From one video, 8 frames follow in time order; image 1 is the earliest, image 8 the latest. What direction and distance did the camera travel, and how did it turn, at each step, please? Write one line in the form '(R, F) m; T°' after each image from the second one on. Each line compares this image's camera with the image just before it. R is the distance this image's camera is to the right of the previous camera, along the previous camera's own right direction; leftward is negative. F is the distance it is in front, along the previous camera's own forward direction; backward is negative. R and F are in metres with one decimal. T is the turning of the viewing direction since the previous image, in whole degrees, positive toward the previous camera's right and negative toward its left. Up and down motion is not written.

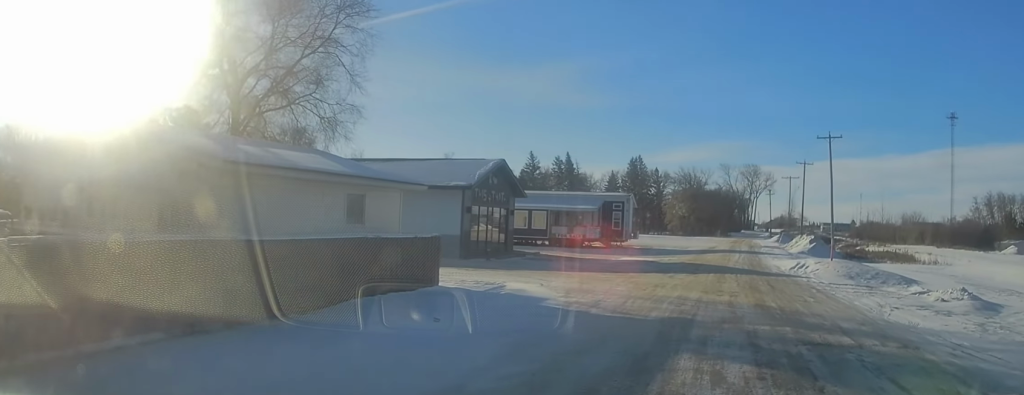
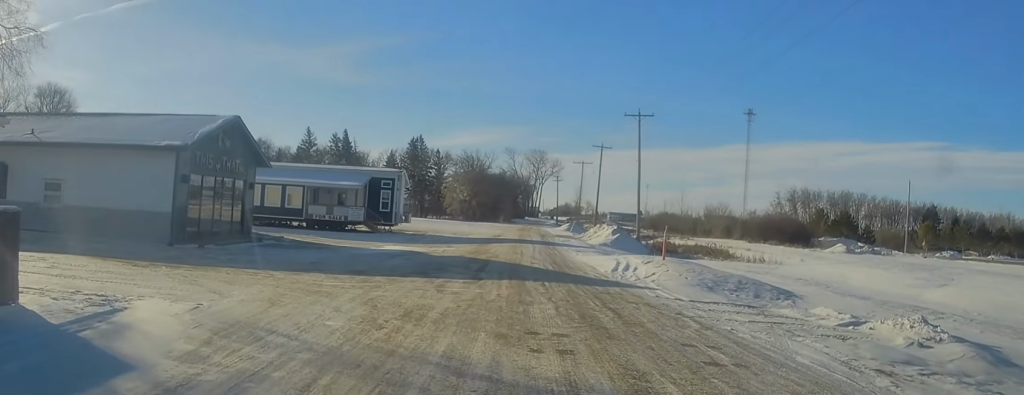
(+2.4, +8.3) m; +19°
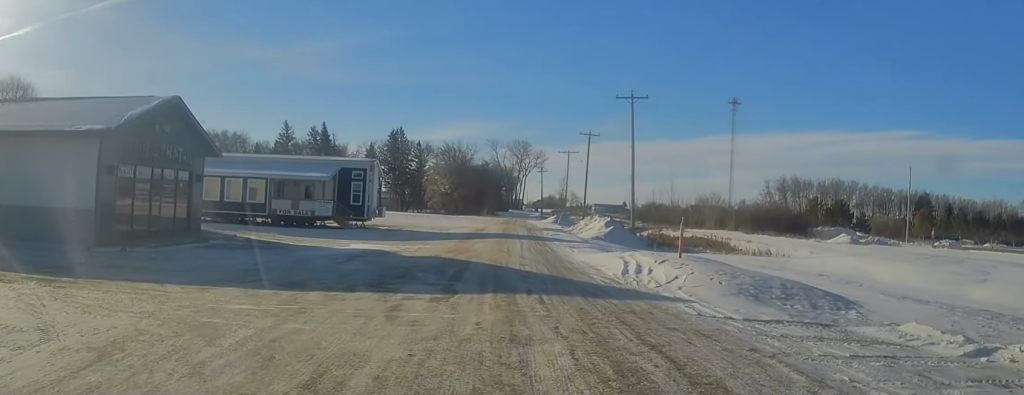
(0.0, +4.4) m; +1°
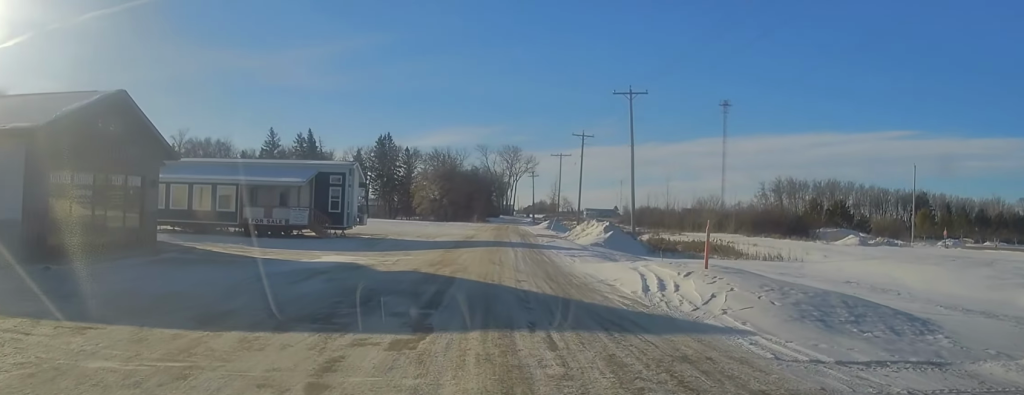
(-0.1, +3.5) m; +3°
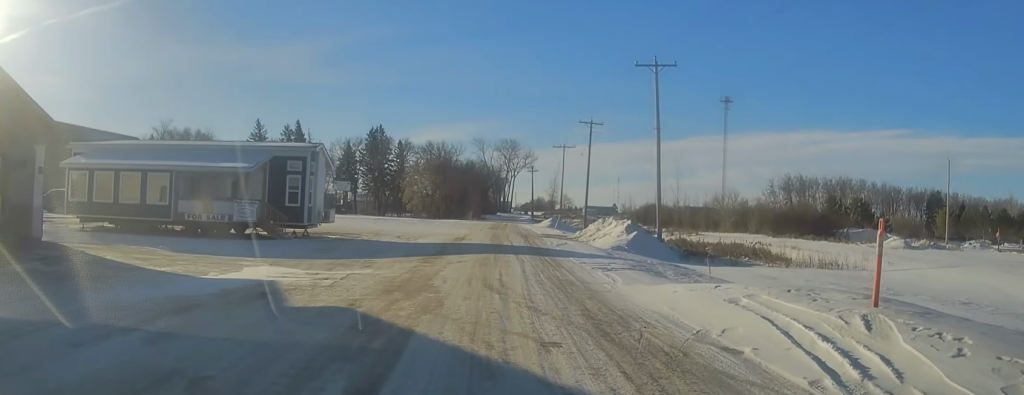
(+0.6, +8.5) m; 0°
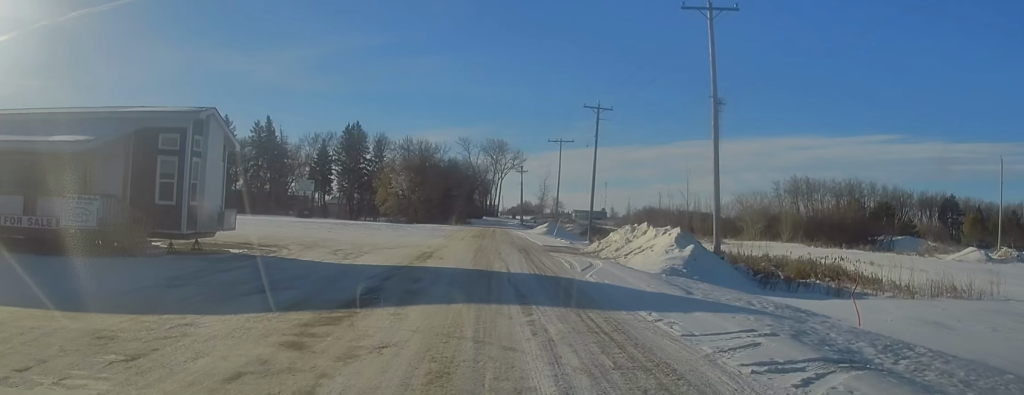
(-1.0, +13.0) m; -2°
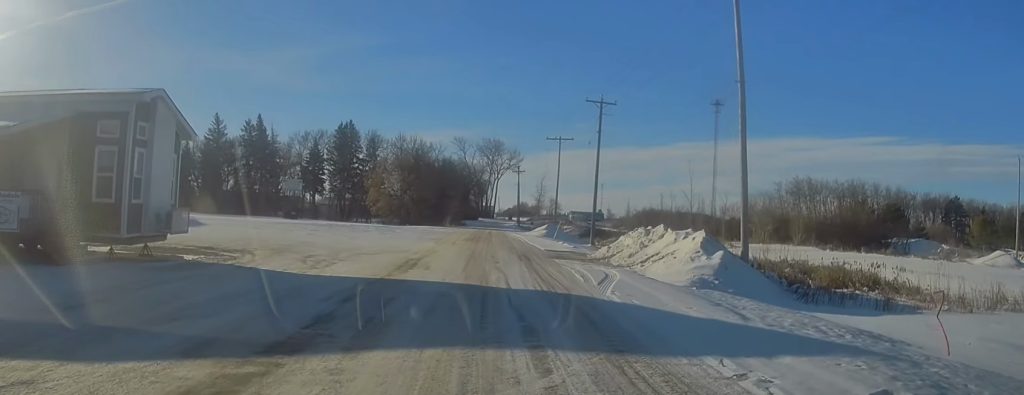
(0.0, +3.7) m; +1°
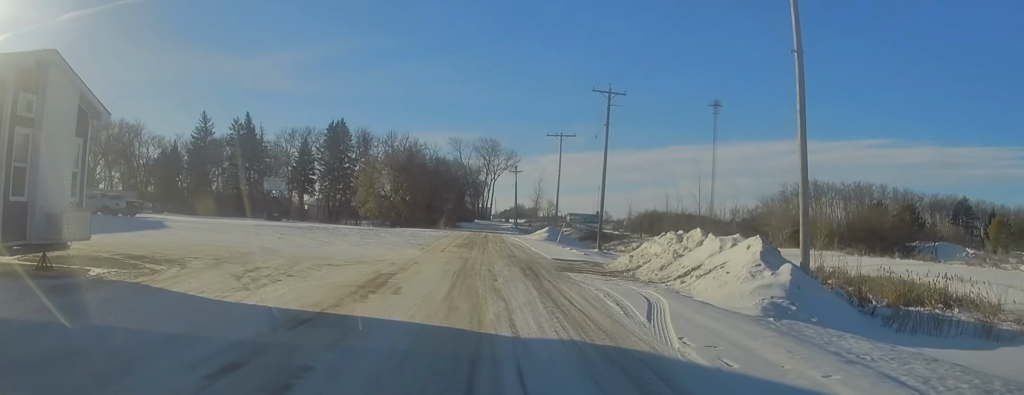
(+0.3, +5.4) m; 0°
